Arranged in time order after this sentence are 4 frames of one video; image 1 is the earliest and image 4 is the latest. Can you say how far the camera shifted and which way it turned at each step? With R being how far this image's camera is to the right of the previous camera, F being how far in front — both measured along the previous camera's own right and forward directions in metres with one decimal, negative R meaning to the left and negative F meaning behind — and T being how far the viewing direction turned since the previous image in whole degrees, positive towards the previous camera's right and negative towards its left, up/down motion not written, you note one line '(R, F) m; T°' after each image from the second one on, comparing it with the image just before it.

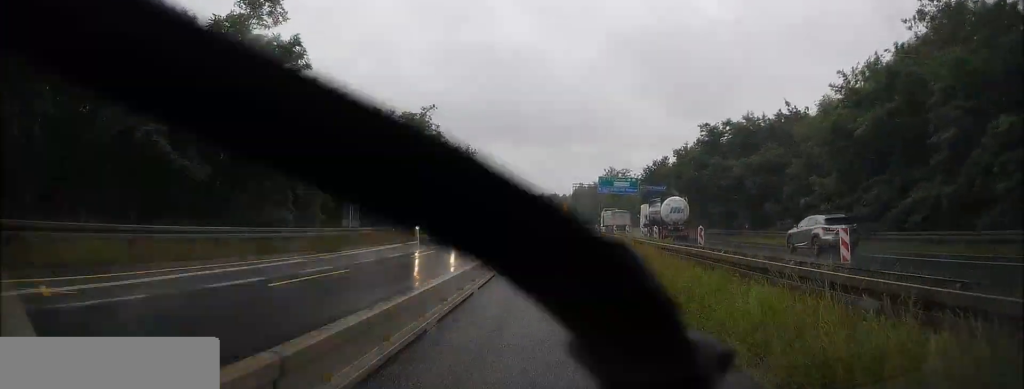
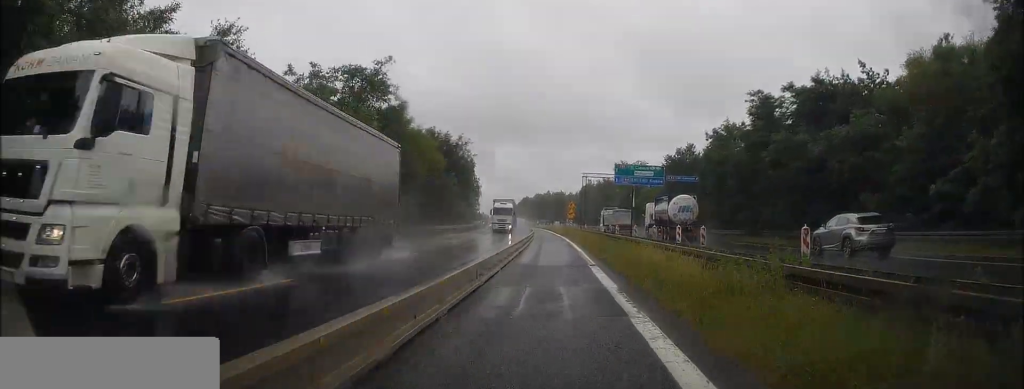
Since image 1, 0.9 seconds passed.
(-0.4, +15.3) m; -1°
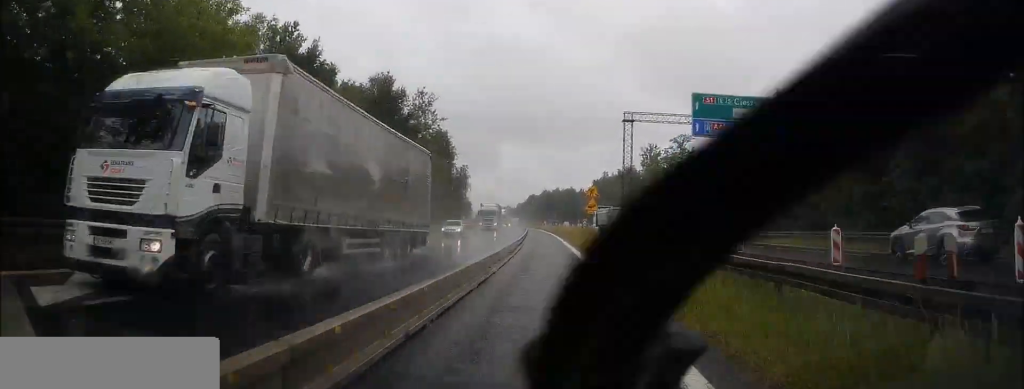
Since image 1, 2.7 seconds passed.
(-0.1, +32.9) m; -1°
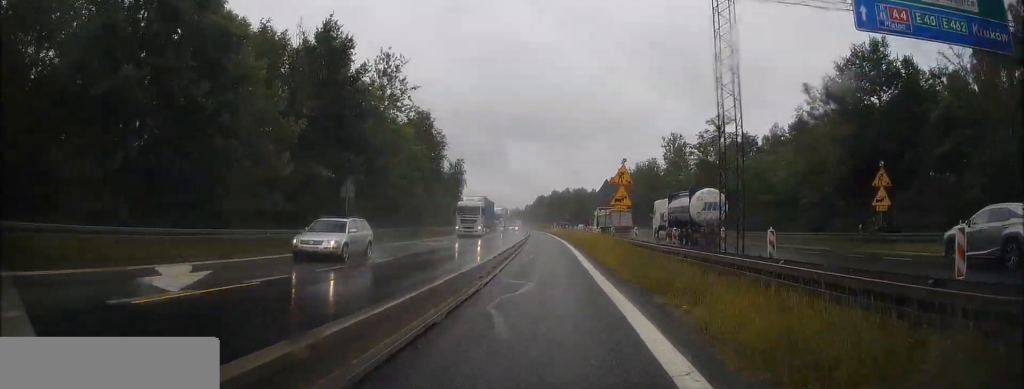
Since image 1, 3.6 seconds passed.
(0.0, +15.6) m; 0°
